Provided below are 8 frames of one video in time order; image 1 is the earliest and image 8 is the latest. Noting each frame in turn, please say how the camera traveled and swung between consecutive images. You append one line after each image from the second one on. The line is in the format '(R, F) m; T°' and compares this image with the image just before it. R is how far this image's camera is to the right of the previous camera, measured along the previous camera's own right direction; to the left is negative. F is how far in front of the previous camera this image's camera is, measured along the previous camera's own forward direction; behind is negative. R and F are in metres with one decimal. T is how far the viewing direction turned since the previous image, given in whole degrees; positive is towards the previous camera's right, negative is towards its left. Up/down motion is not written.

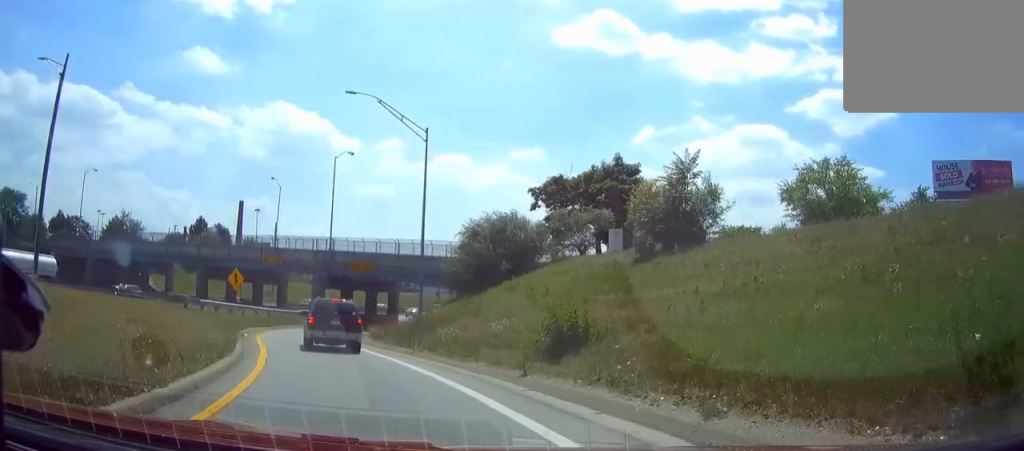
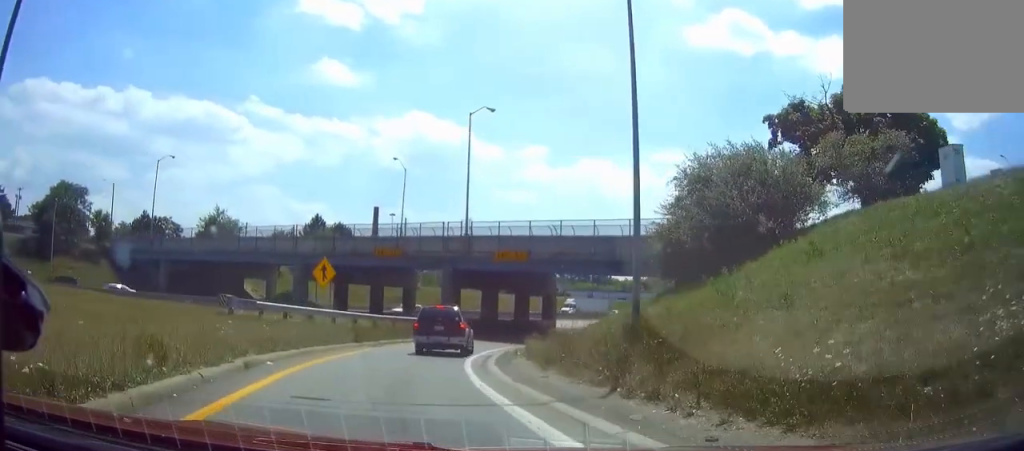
(-1.8, +16.6) m; -10°
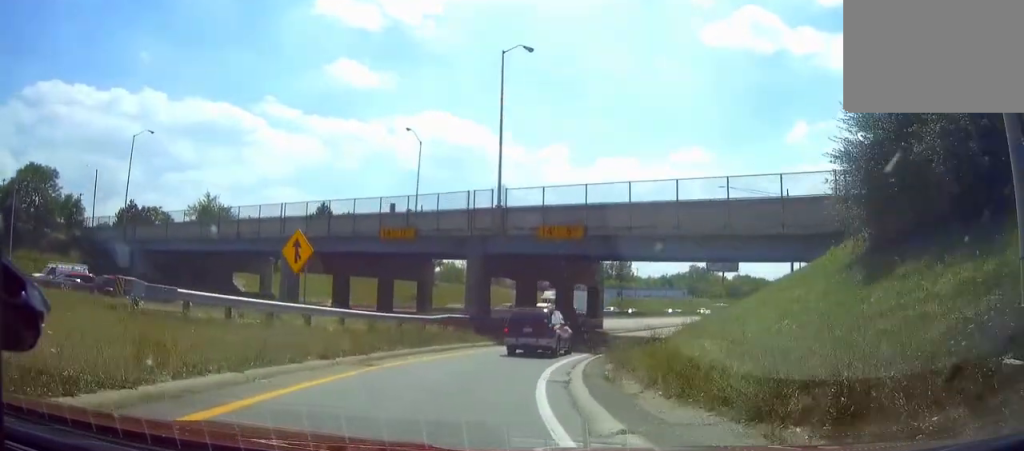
(-0.8, +11.8) m; -3°
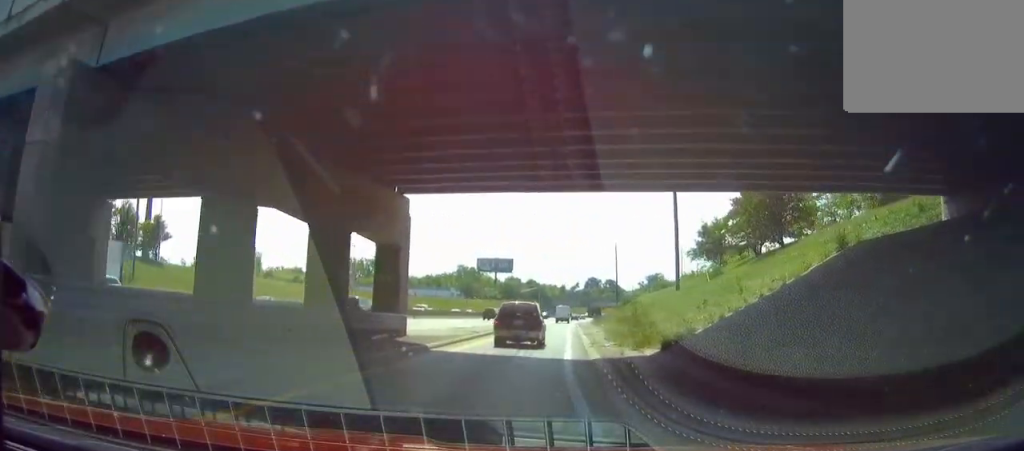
(+3.0, +28.1) m; +14°
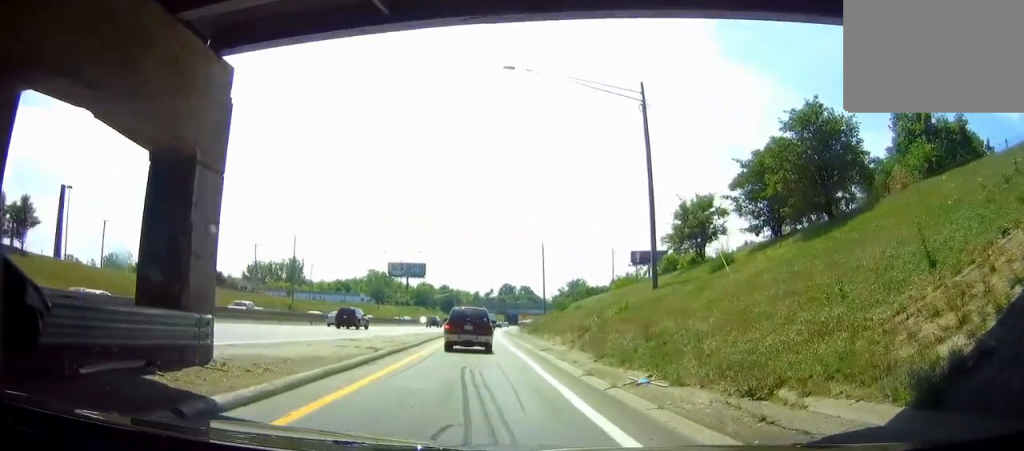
(+0.8, +14.3) m; +4°
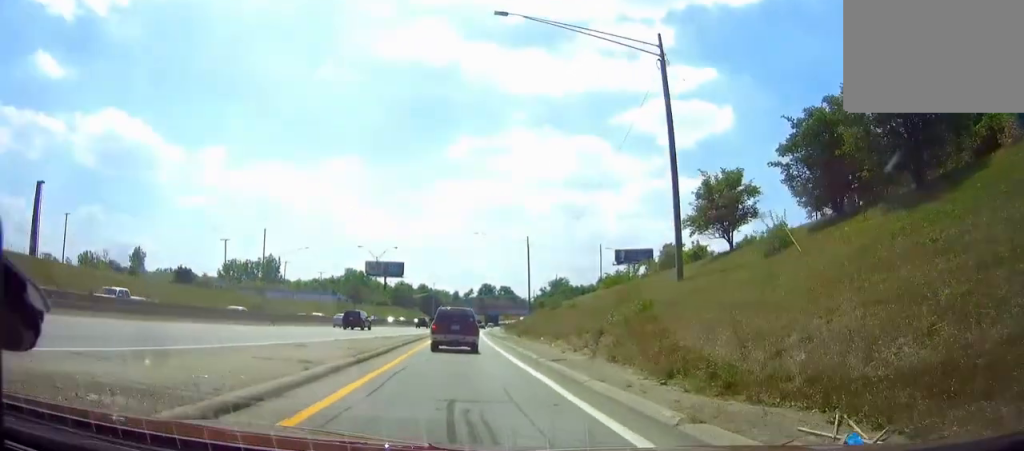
(+0.1, +7.6) m; +2°
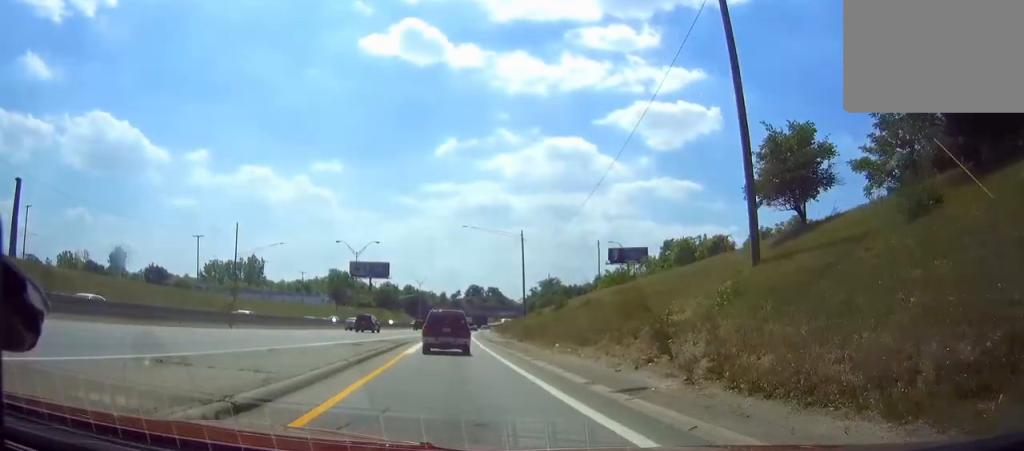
(-0.1, +9.4) m; +3°
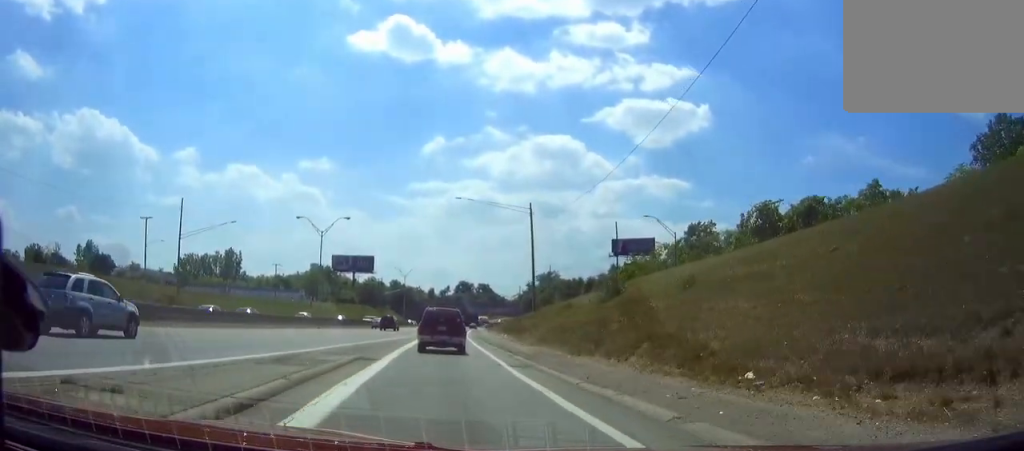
(+1.3, +20.9) m; +6°
